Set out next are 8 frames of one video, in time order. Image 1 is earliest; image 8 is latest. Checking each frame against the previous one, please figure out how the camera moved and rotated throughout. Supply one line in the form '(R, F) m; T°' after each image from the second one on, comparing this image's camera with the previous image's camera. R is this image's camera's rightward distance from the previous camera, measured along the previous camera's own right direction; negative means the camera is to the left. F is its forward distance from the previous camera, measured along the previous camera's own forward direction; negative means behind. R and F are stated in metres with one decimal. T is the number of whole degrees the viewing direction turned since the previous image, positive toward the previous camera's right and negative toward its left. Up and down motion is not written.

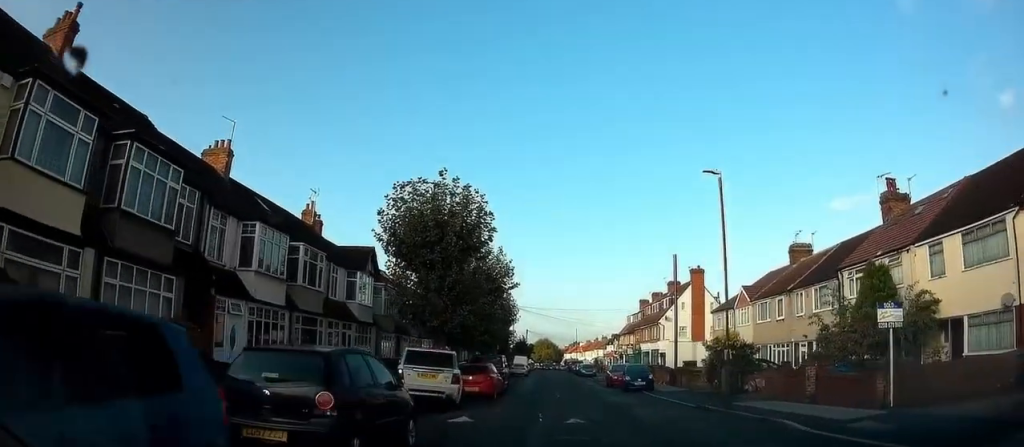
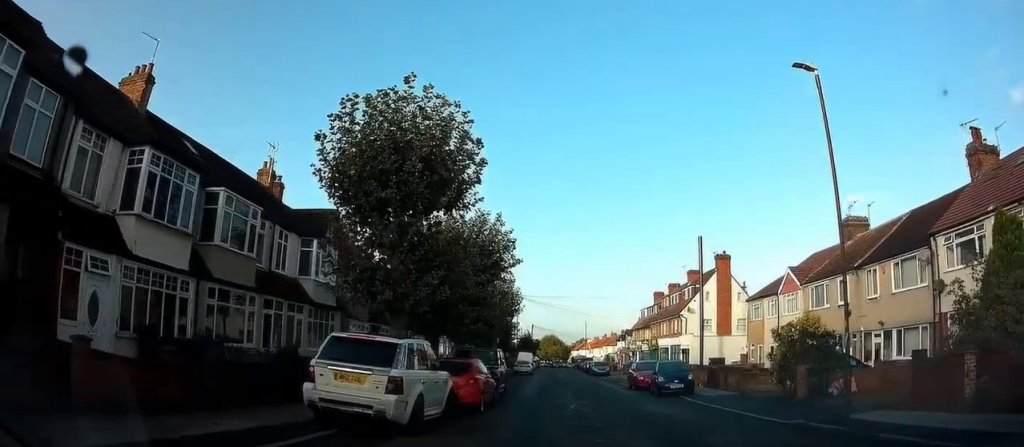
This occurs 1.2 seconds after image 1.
(-0.1, +7.4) m; 0°
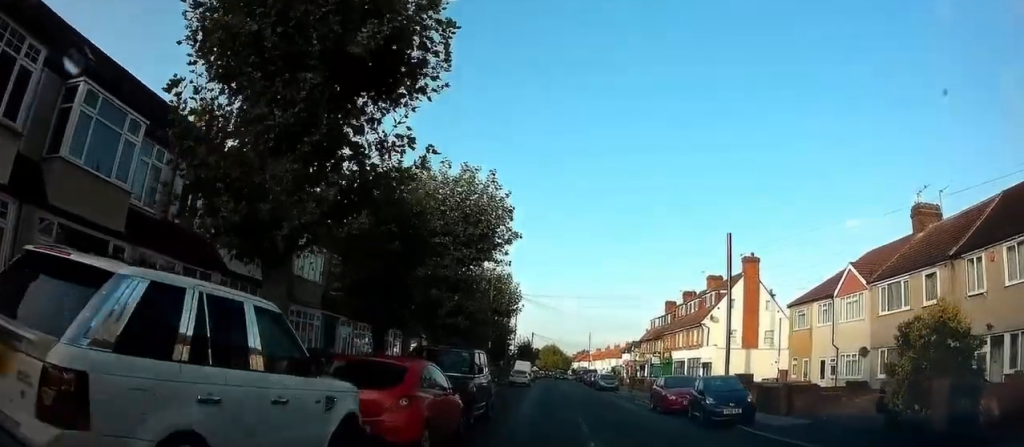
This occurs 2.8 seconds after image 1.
(0.0, +7.7) m; -1°
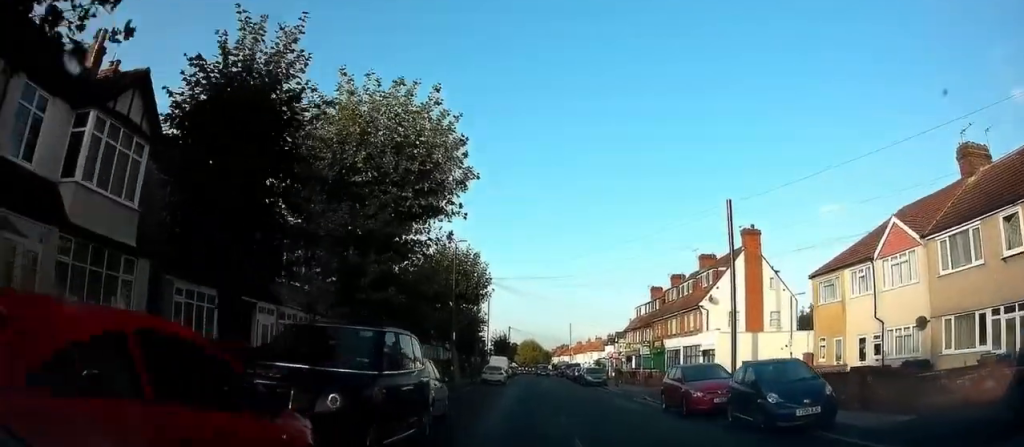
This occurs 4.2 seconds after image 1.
(+0.1, +6.3) m; +2°
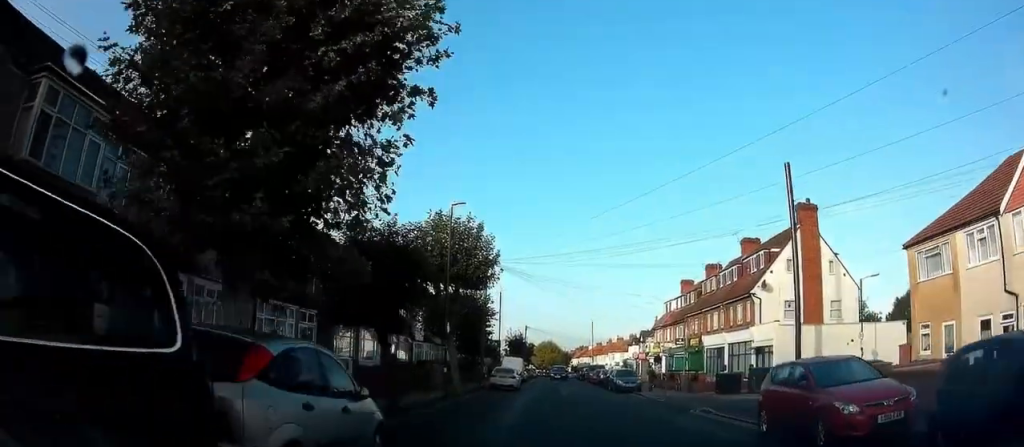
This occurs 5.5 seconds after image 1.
(+0.1, +7.1) m; +1°
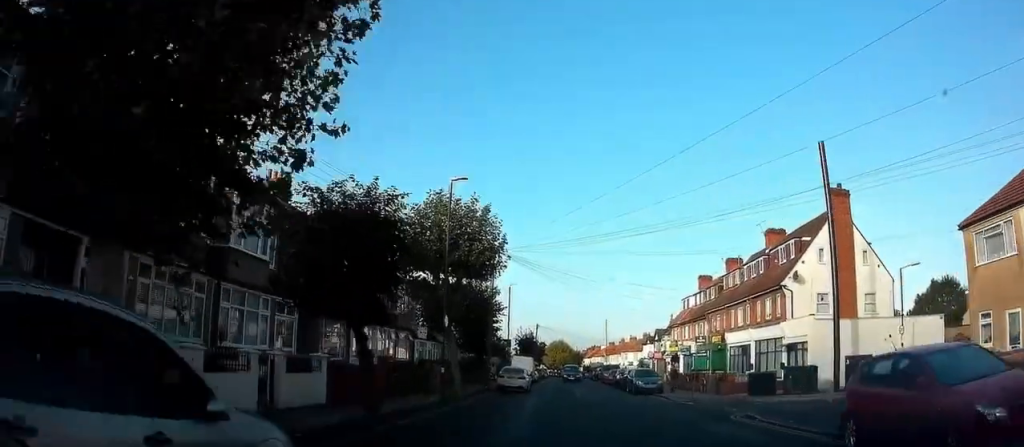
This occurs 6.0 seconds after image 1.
(0.0, +3.1) m; 0°
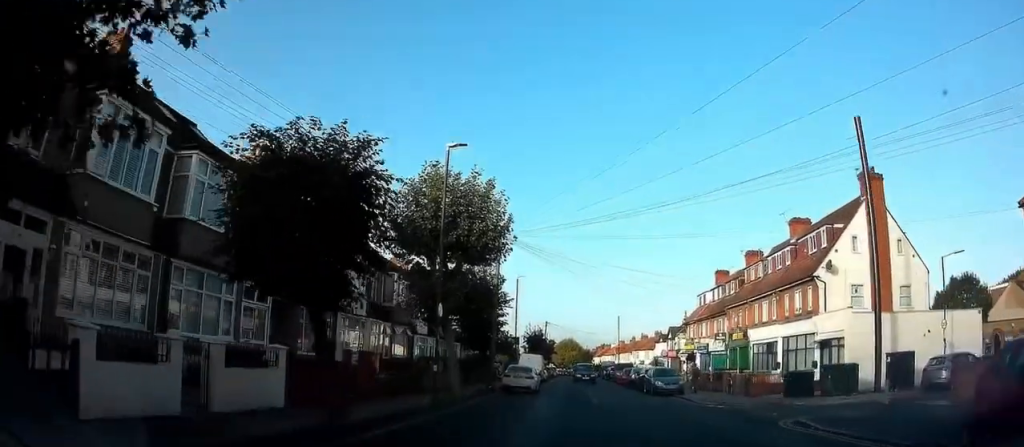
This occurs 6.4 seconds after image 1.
(0.0, +3.0) m; 0°
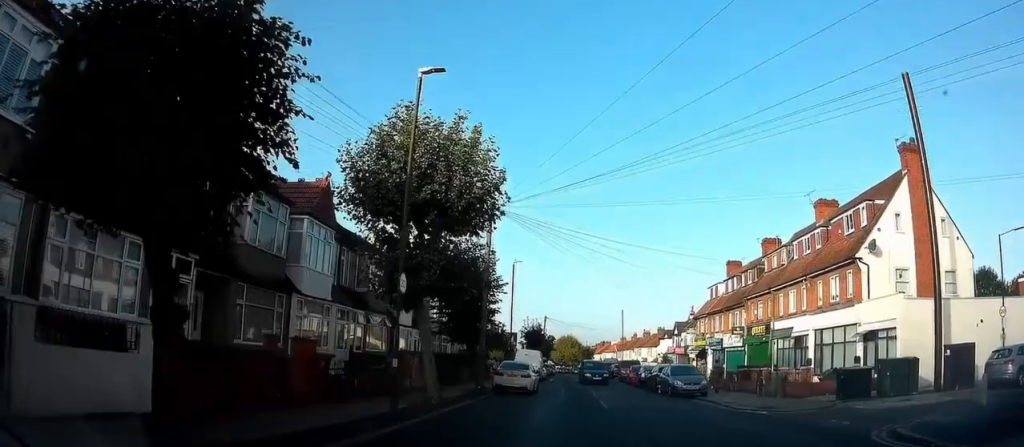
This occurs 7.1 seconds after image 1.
(0.0, +4.4) m; +1°
